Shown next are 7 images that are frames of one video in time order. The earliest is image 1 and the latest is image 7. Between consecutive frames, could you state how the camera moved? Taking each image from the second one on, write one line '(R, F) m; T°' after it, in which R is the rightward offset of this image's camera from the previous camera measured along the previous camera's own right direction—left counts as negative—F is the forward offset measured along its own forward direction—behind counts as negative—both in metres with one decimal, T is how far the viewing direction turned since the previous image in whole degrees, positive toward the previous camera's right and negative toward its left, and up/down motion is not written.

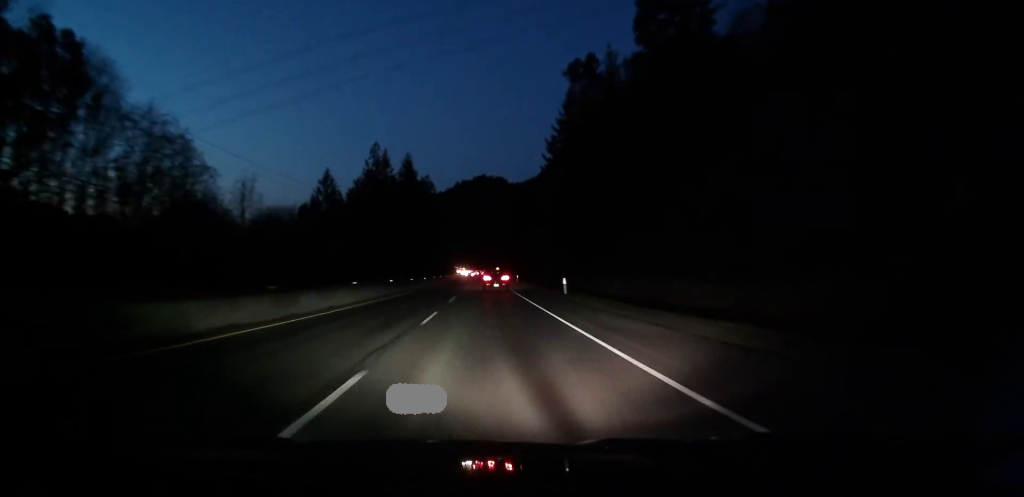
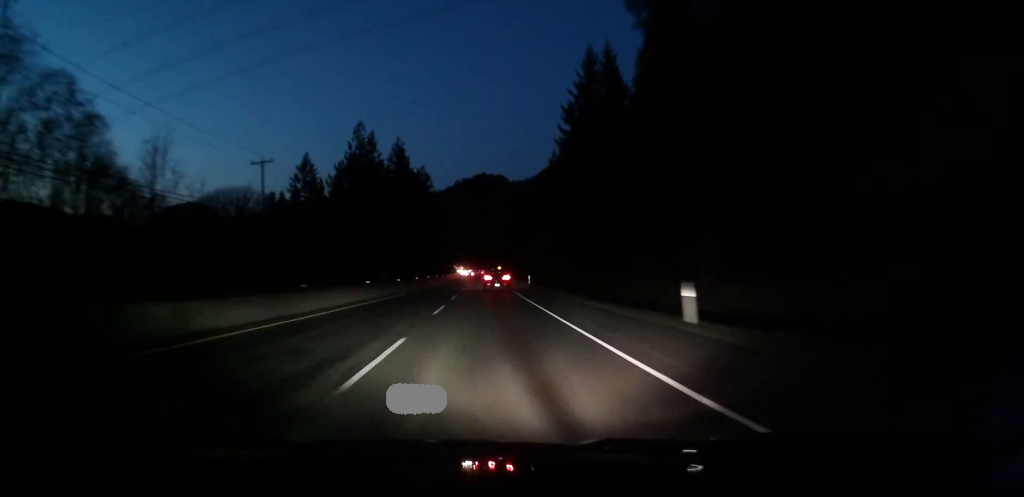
(-0.2, +21.6) m; 0°
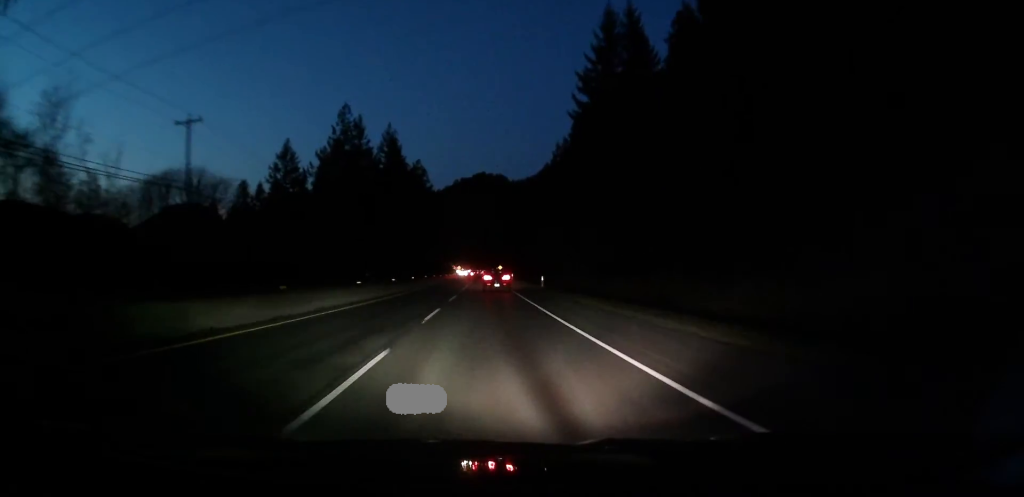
(+0.1, +15.0) m; 0°
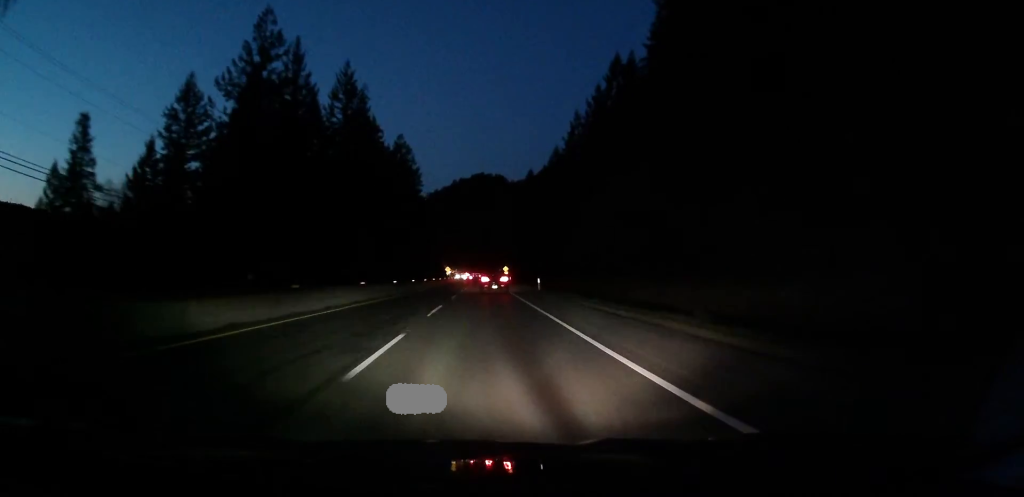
(-0.3, +48.5) m; 0°
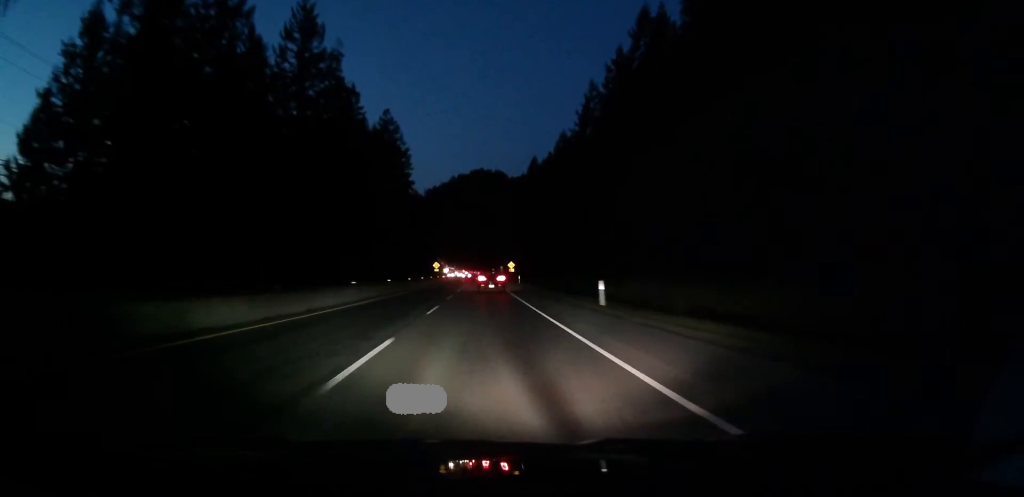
(+0.1, +27.0) m; +1°
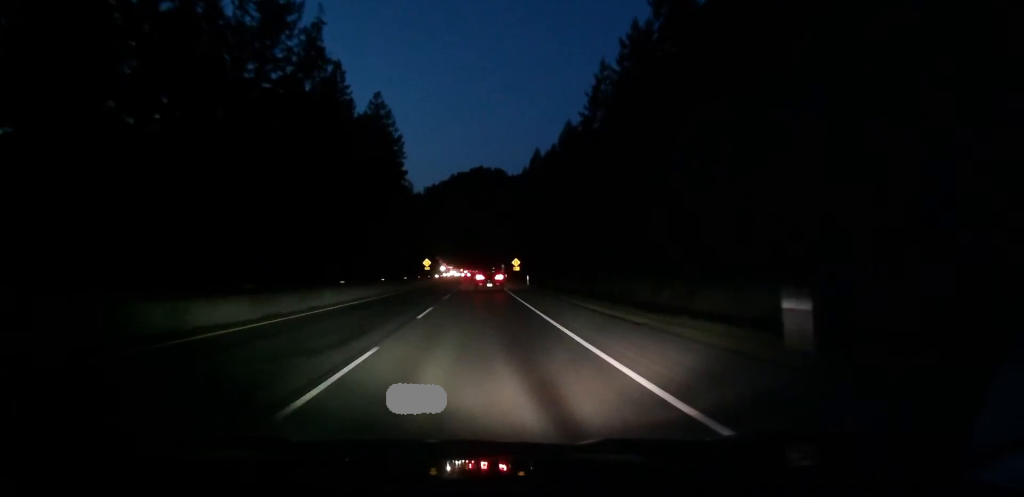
(+0.1, +14.8) m; +1°
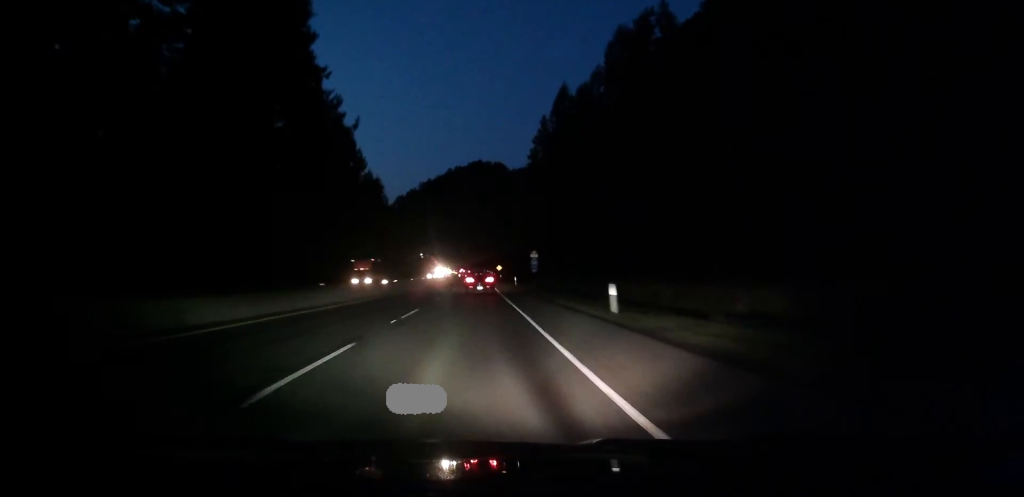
(-0.5, +89.7) m; 0°
